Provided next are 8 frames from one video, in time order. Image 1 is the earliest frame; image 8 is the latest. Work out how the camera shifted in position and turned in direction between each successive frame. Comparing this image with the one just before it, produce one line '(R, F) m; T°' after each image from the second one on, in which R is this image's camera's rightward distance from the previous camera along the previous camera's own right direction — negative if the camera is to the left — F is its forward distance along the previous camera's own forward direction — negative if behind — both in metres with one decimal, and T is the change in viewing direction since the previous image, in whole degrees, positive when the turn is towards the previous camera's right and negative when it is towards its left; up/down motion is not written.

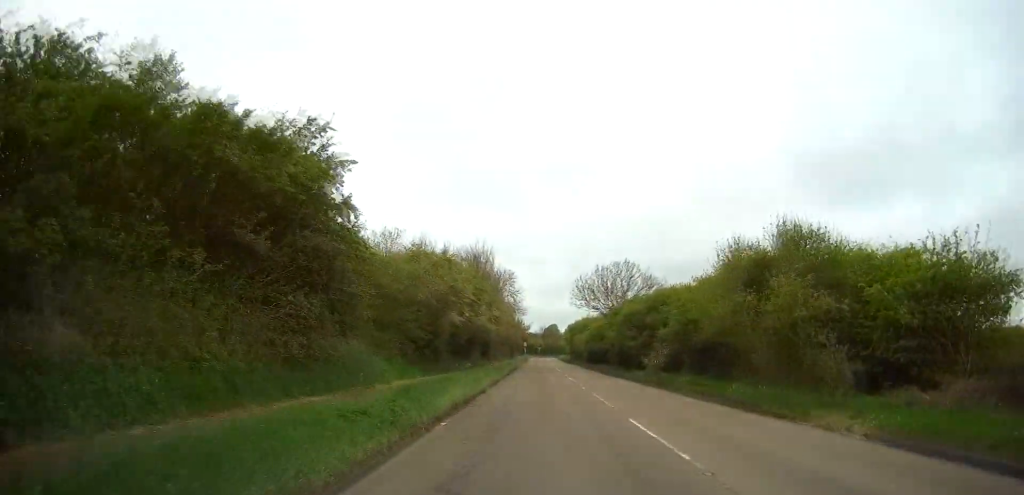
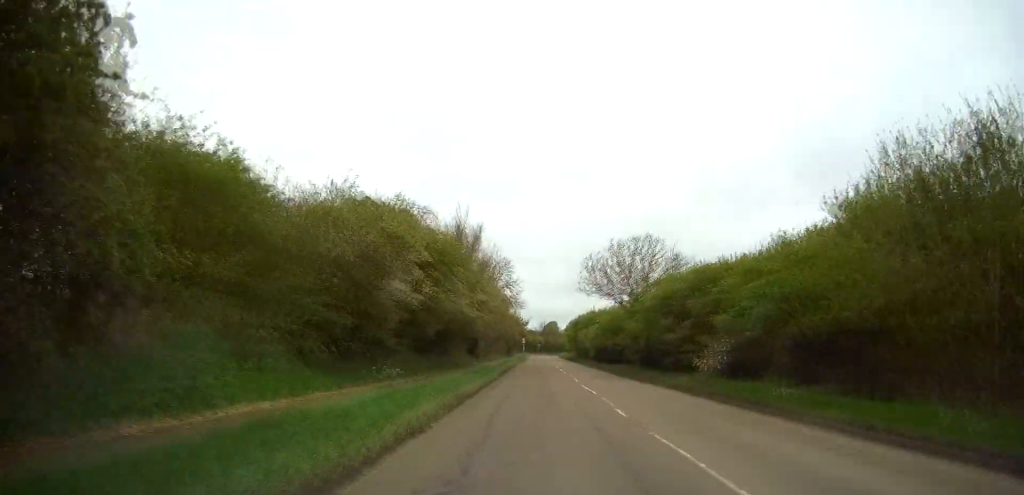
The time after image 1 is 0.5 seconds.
(+0.2, +11.3) m; +1°
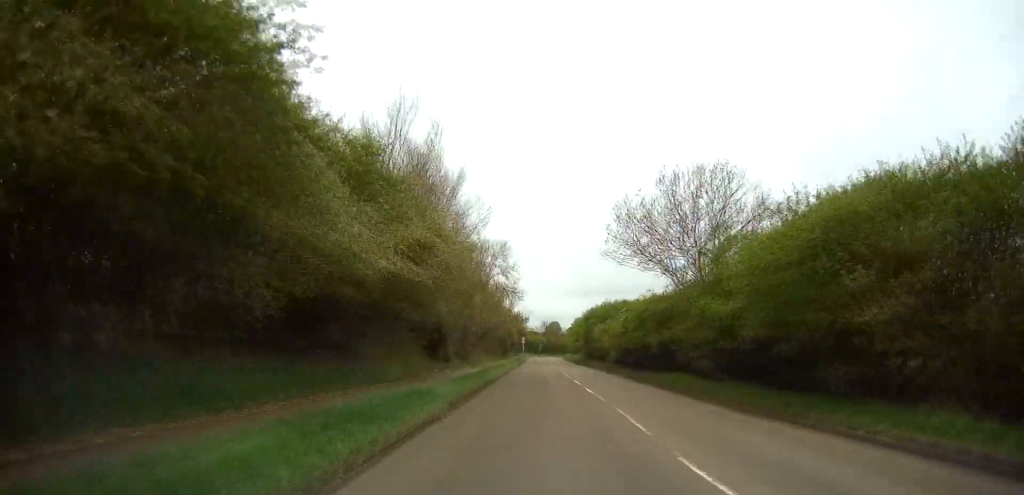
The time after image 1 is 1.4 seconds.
(+0.1, +17.4) m; 0°
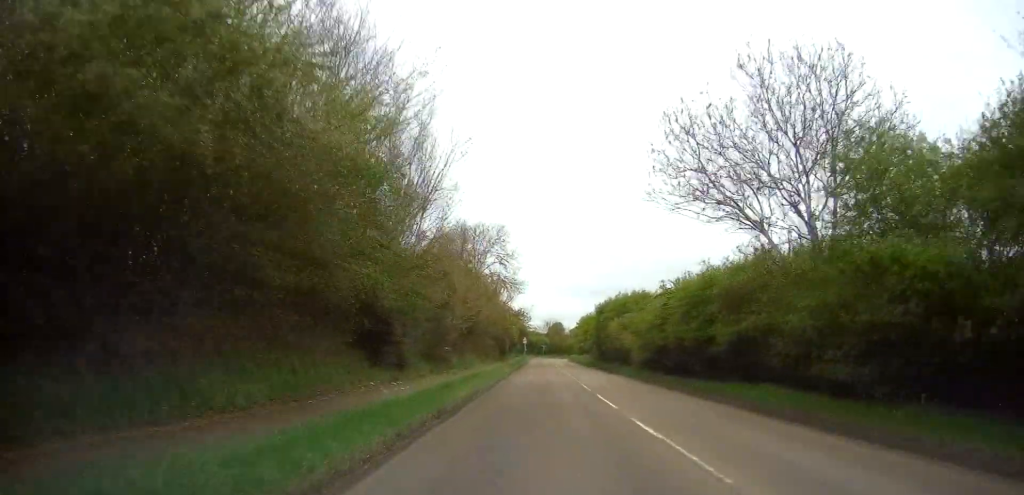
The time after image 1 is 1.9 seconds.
(0.0, +11.3) m; 0°
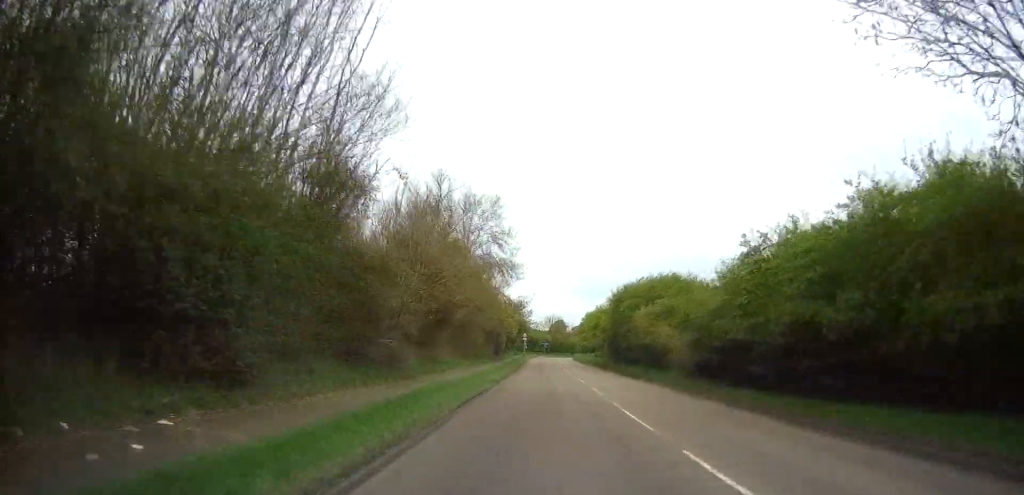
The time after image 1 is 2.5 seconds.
(0.0, +12.3) m; 0°
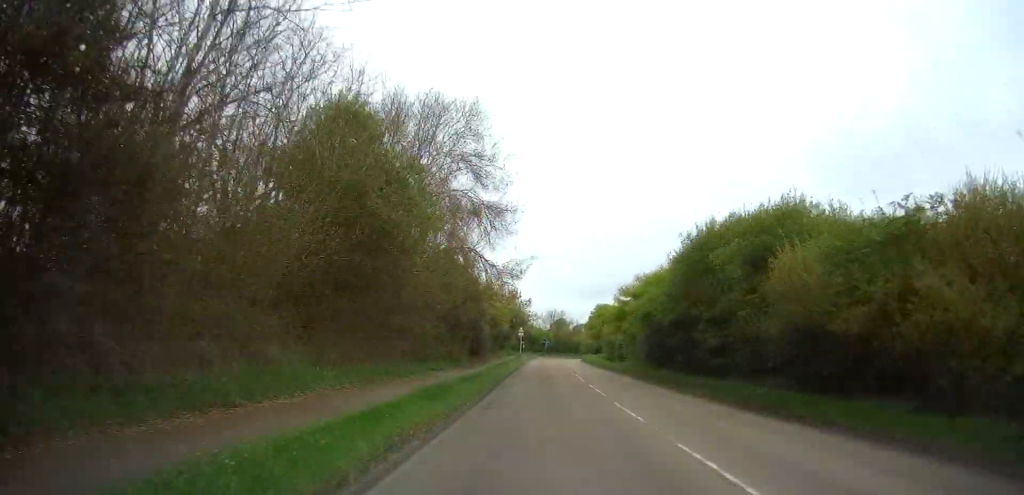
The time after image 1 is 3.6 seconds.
(-0.1, +22.9) m; 0°
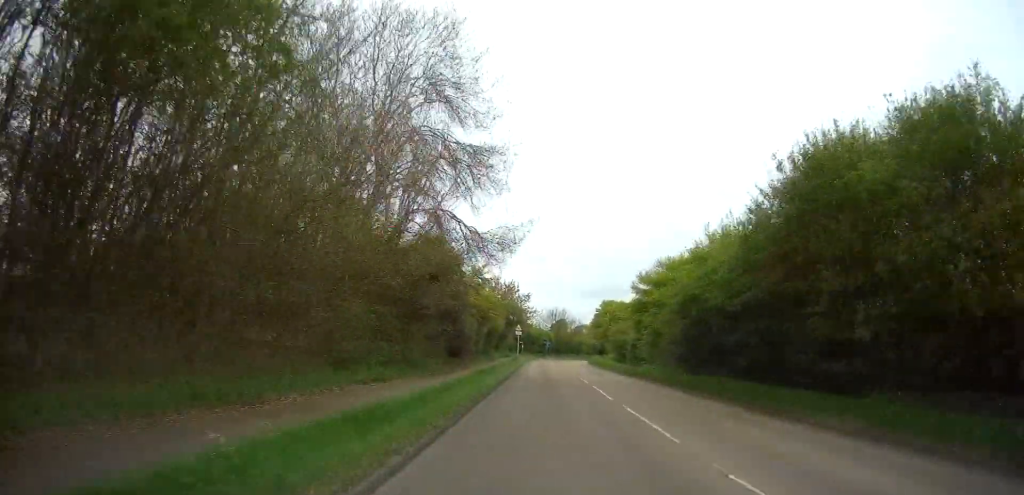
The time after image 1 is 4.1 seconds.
(0.0, +10.5) m; 0°
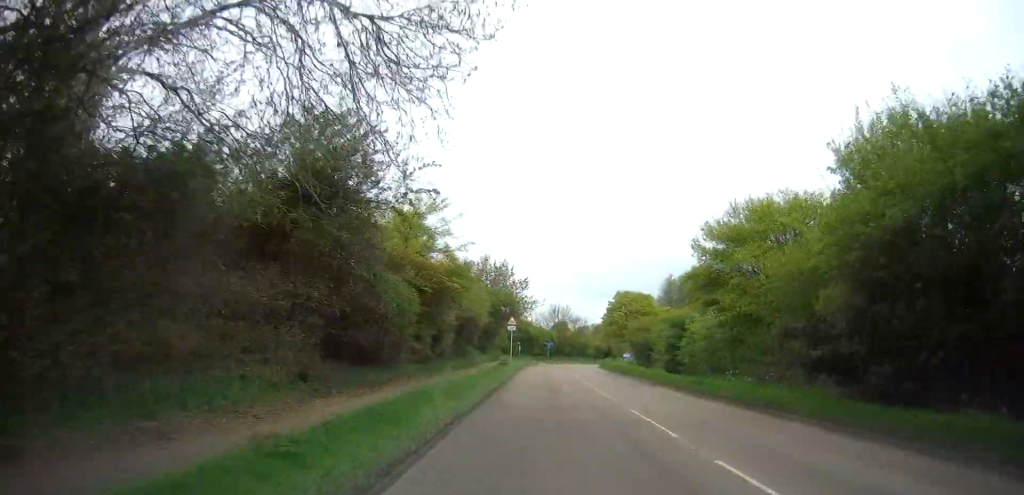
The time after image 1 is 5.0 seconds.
(0.0, +18.3) m; 0°
